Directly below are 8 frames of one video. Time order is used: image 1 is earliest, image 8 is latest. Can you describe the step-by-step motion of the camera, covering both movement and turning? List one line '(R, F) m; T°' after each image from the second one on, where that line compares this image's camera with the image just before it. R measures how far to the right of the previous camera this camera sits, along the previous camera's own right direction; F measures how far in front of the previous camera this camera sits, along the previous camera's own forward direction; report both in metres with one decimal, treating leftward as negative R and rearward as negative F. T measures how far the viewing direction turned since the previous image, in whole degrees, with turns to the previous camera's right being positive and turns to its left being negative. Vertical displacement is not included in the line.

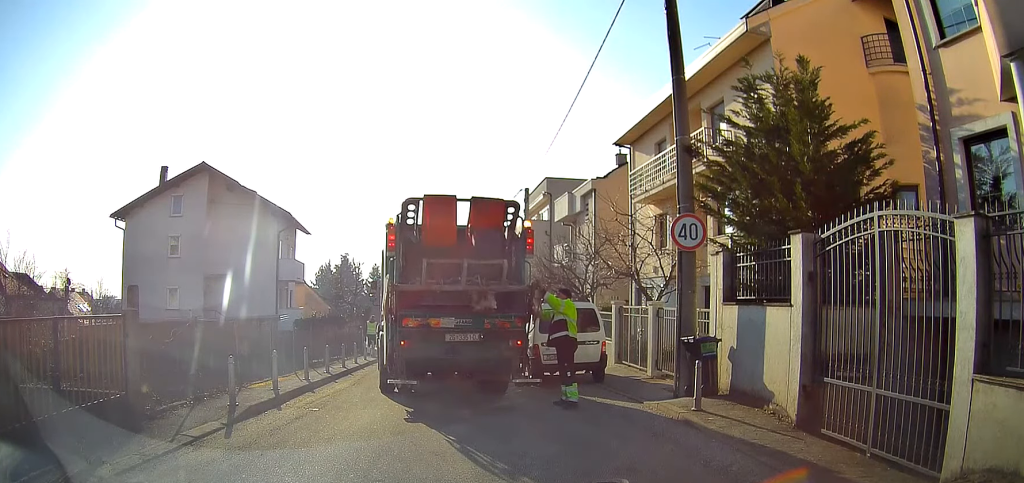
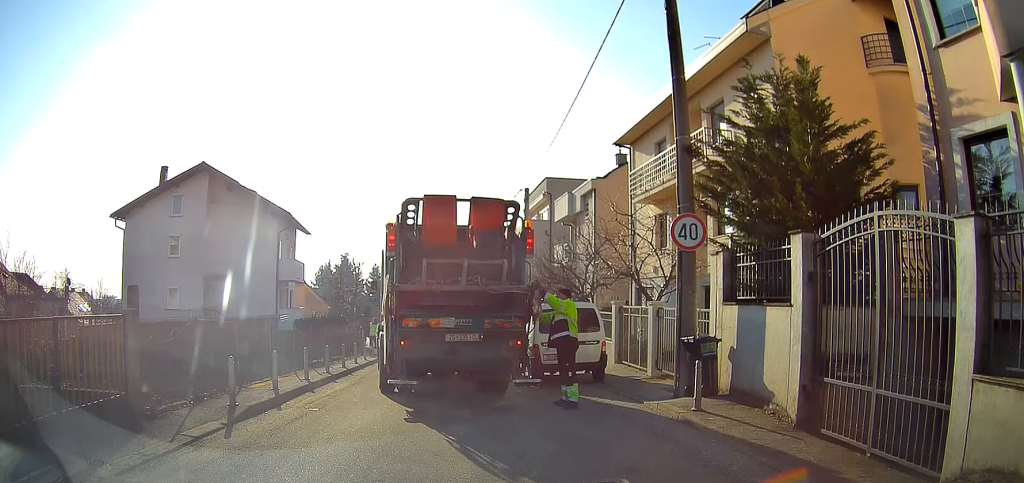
(0.0, 0.0) m; 0°
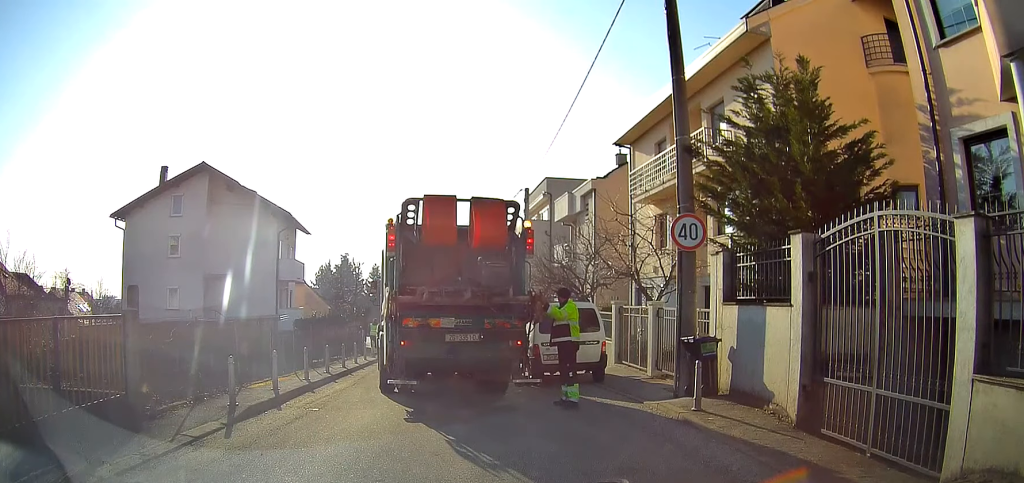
(0.0, 0.0) m; 0°
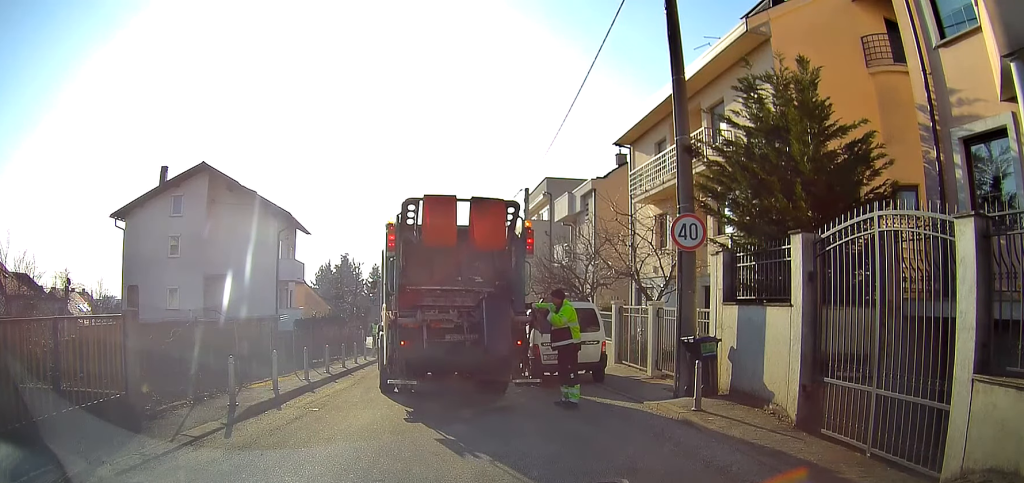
(0.0, 0.0) m; 0°
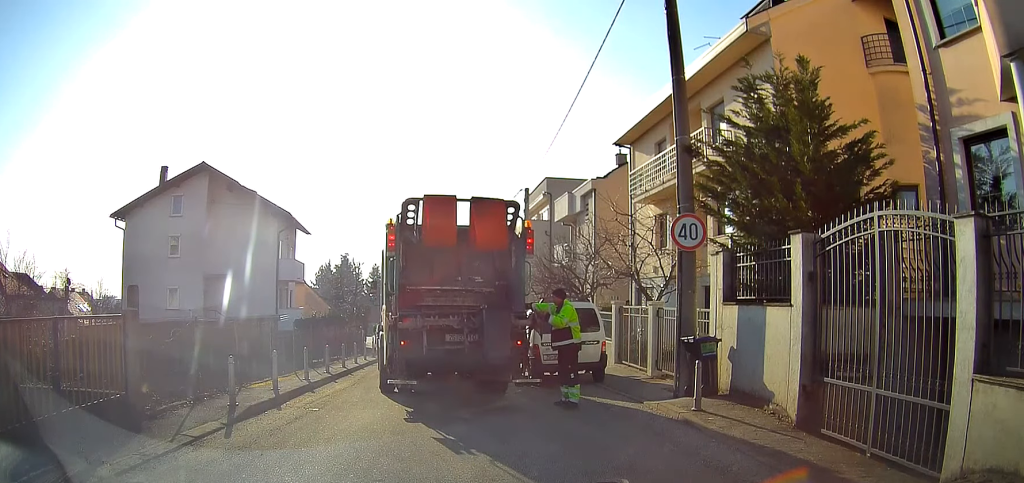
(0.0, 0.0) m; 0°
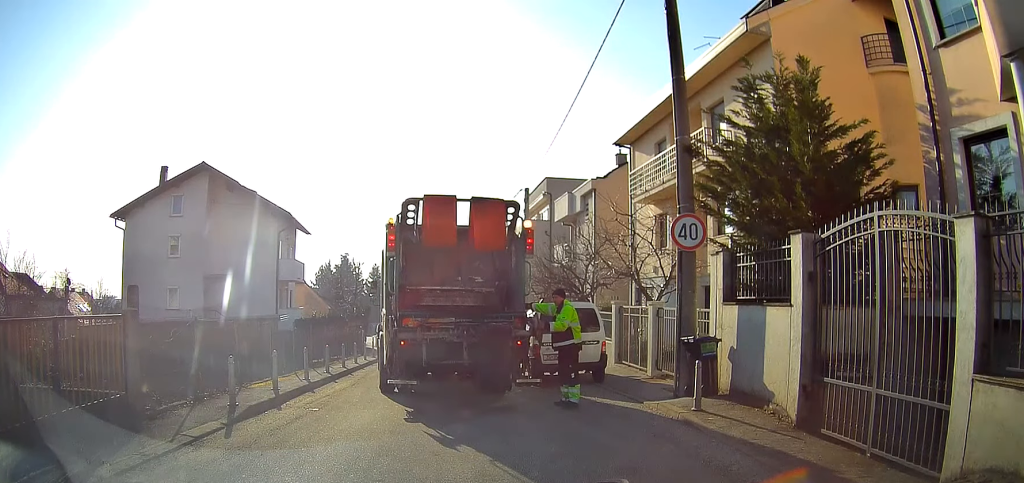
(0.0, 0.0) m; 0°
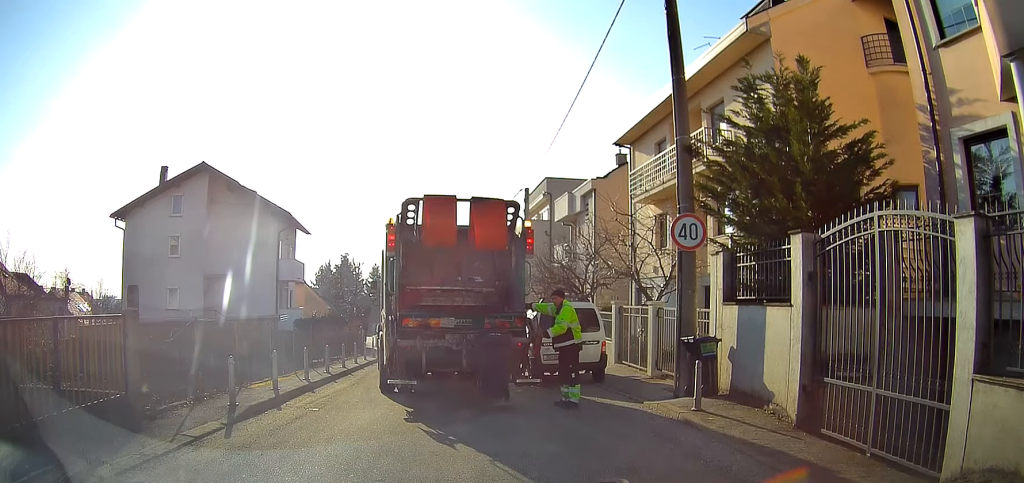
(0.0, 0.0) m; 0°
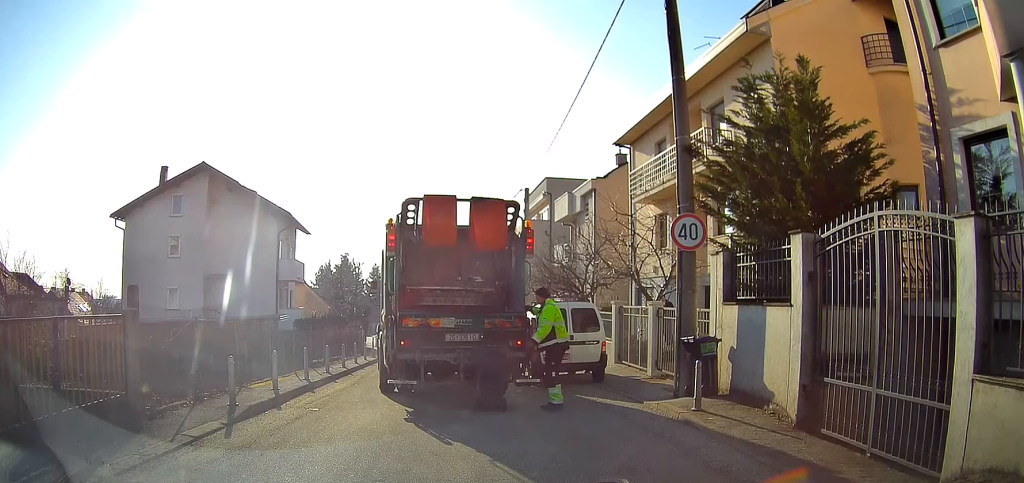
(0.0, 0.0) m; 0°
